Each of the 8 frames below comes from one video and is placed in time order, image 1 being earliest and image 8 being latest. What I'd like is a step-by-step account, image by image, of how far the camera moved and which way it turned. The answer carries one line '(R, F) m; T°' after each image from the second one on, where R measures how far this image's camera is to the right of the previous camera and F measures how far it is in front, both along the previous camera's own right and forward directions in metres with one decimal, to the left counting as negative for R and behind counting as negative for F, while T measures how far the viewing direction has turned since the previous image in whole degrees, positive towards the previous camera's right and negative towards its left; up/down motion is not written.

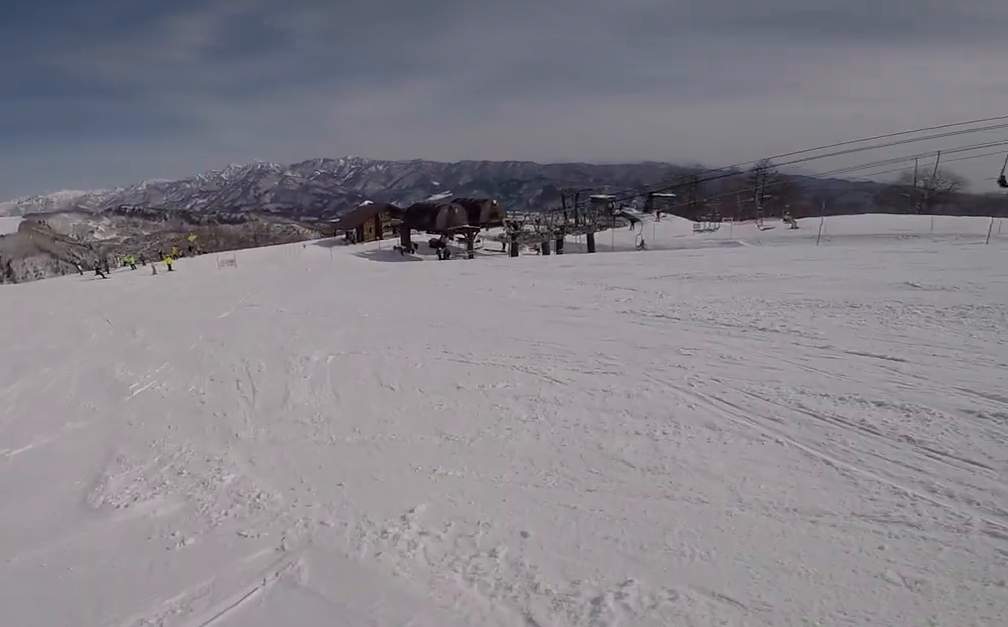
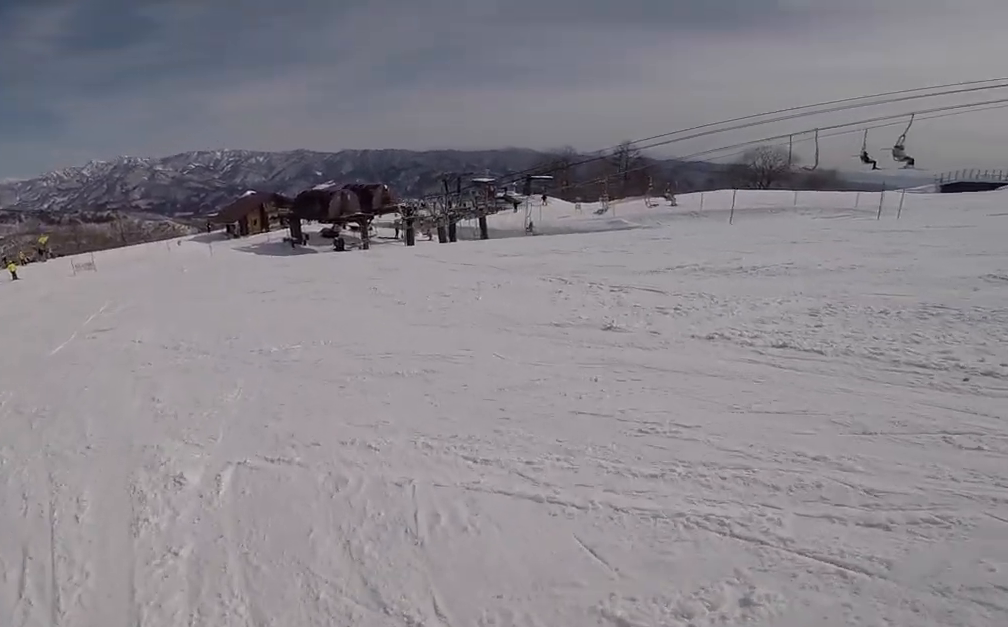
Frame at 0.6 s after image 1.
(-0.7, +3.9) m; -5°
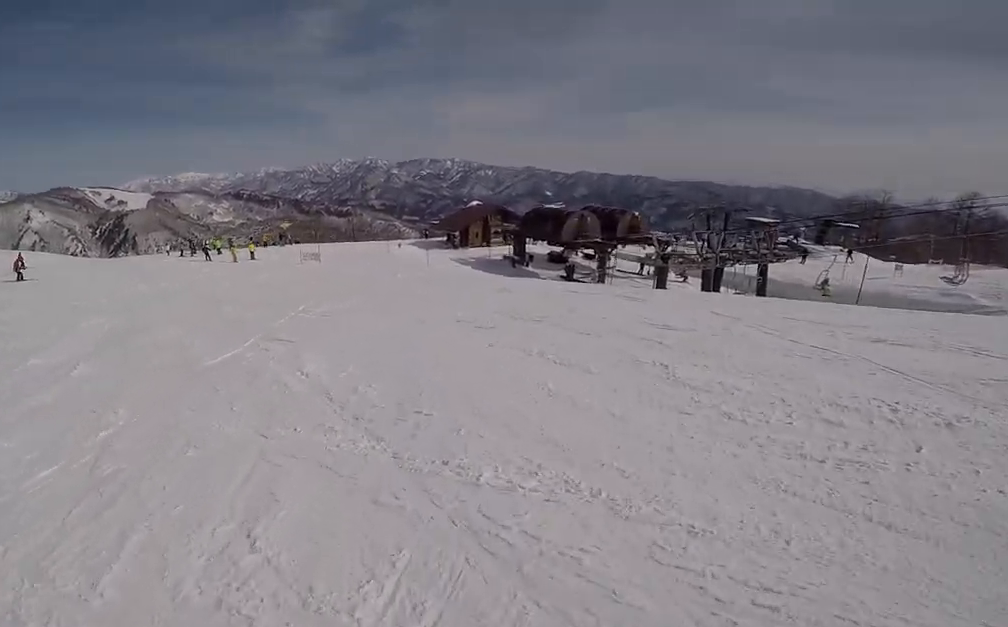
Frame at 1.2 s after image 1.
(-0.1, +3.6) m; -5°
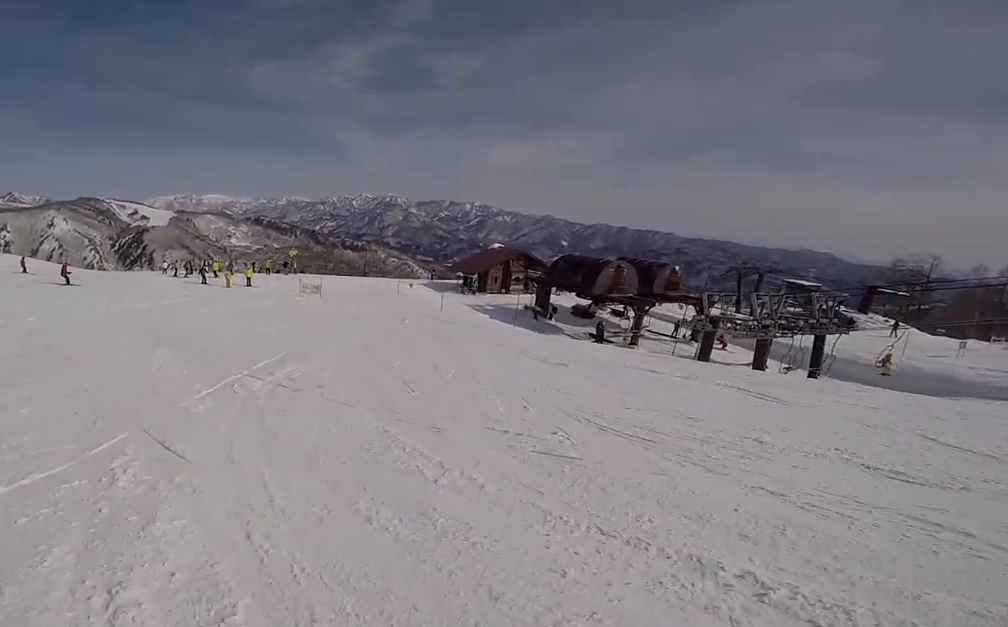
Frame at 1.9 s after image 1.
(+0.4, +4.8) m; -8°
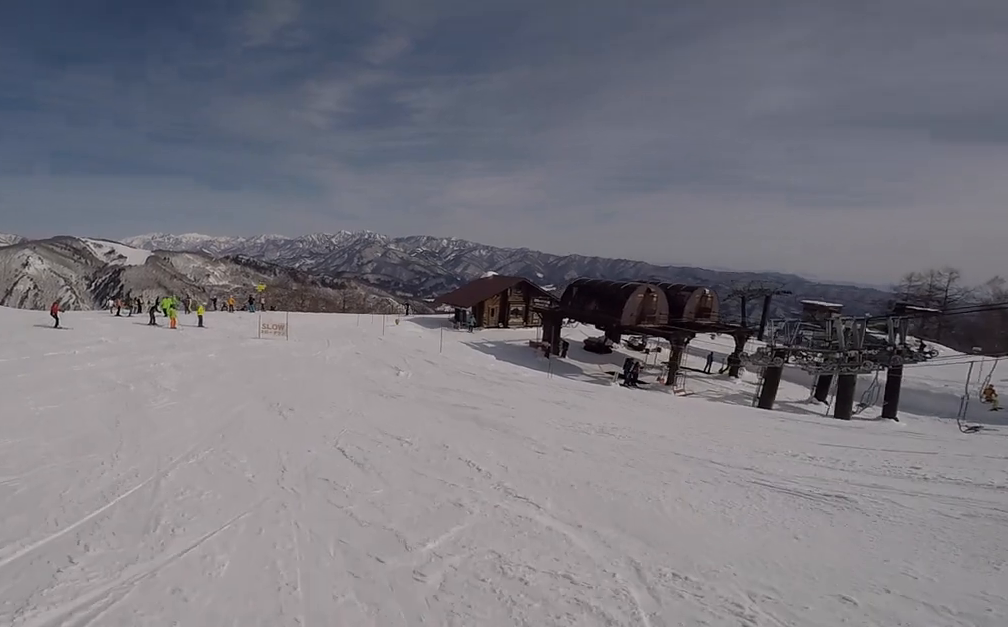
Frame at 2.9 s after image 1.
(-1.5, +6.7) m; -6°
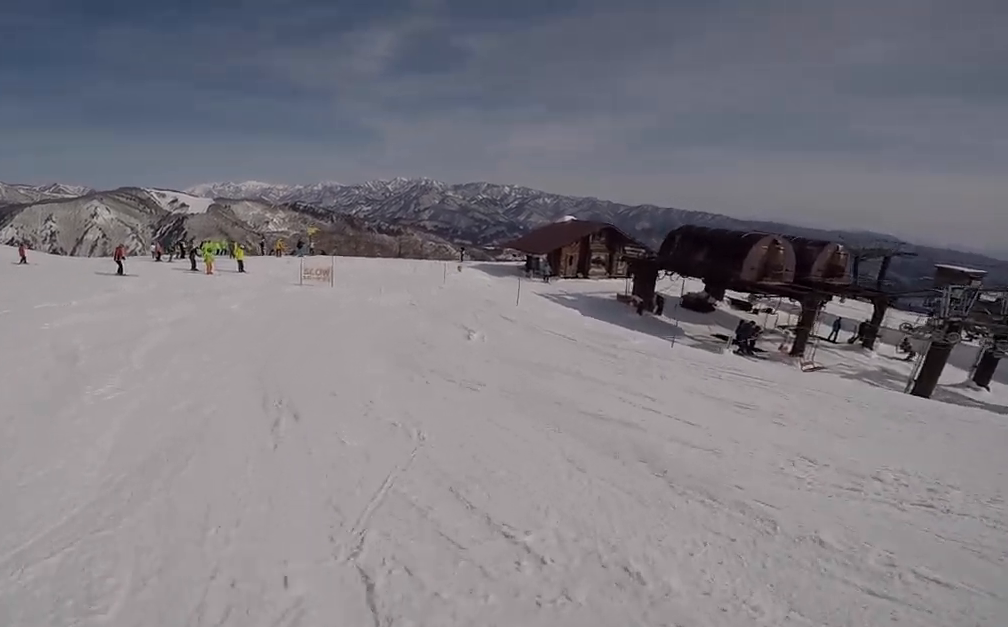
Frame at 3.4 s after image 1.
(+0.5, +3.5) m; -3°
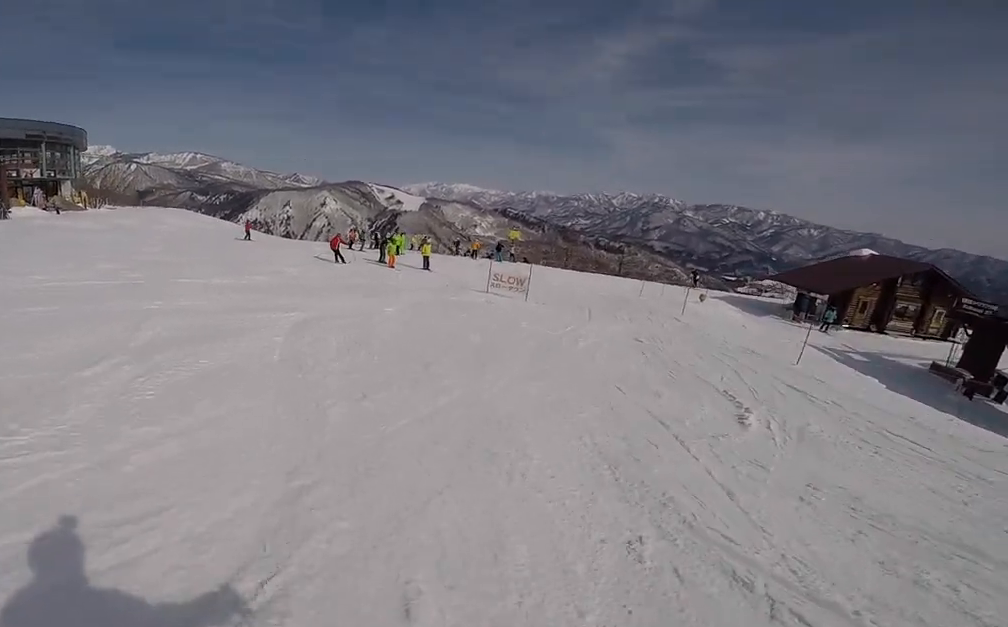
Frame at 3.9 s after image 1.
(+0.4, +3.5) m; -2°
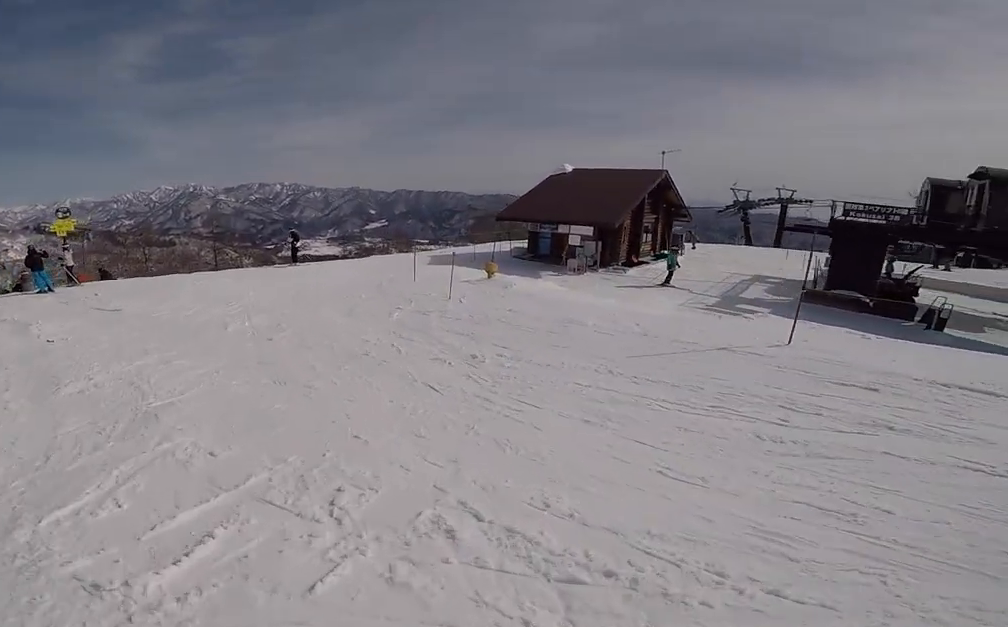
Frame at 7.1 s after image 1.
(+6.9, +18.9) m; +40°
